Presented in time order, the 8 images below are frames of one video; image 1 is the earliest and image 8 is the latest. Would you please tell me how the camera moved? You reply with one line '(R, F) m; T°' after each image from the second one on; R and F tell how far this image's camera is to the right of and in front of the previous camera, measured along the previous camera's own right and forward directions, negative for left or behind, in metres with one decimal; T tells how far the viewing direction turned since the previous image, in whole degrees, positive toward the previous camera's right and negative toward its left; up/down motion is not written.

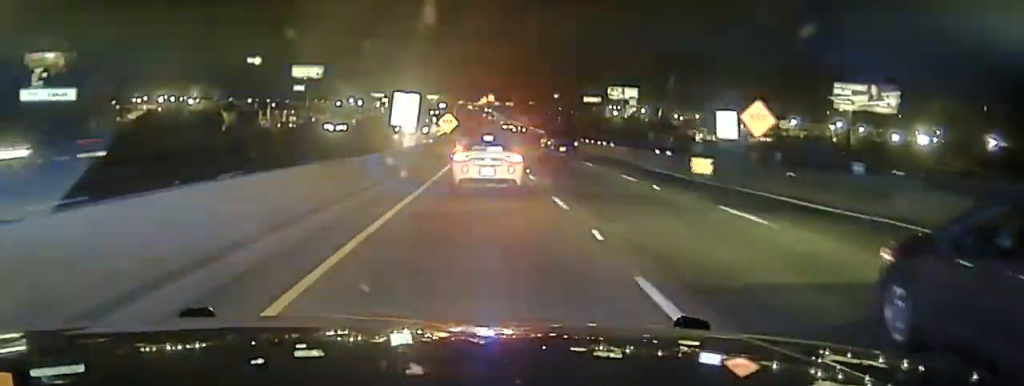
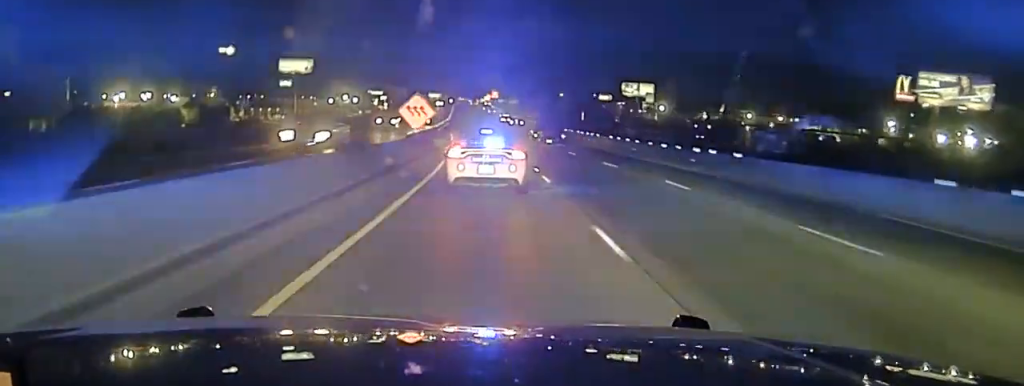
(-0.4, +32.4) m; -1°
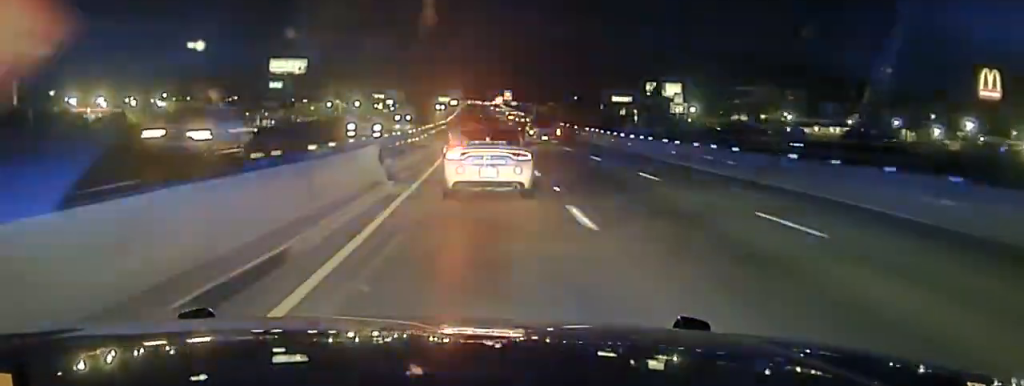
(-0.1, +35.0) m; 0°
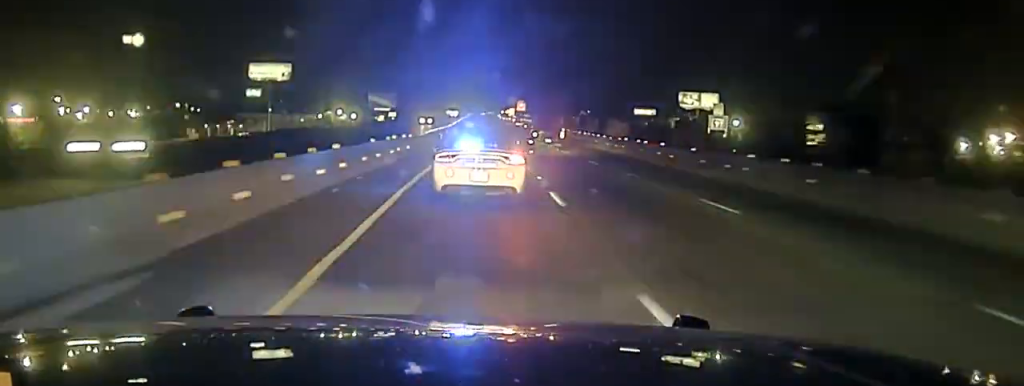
(0.0, +45.1) m; -1°
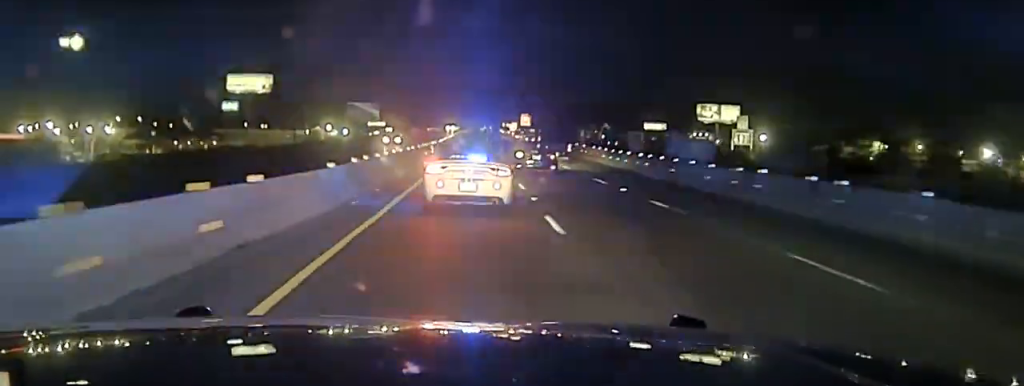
(-0.4, +26.8) m; -1°
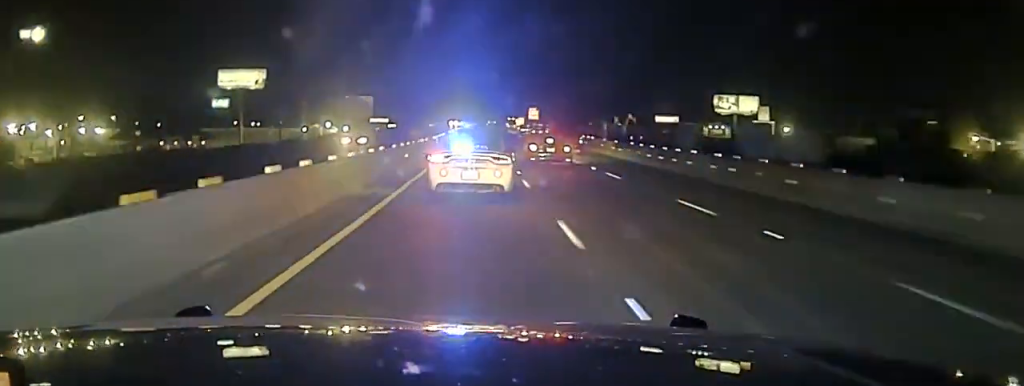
(-0.1, +15.5) m; 0°
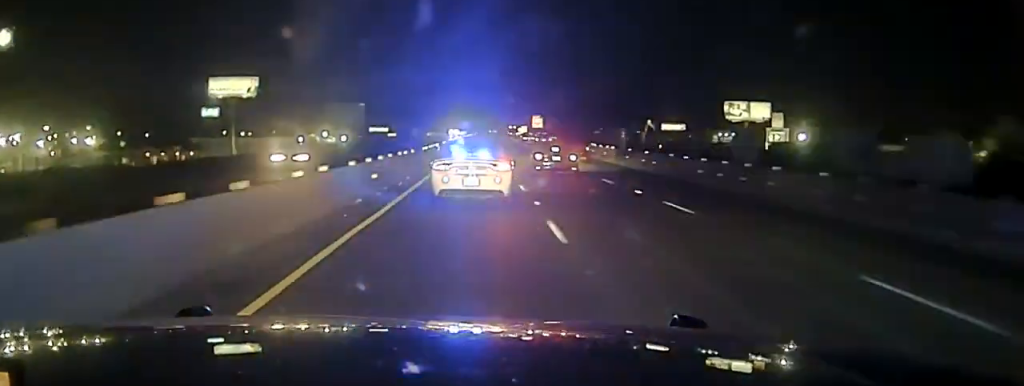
(0.0, +11.1) m; 0°
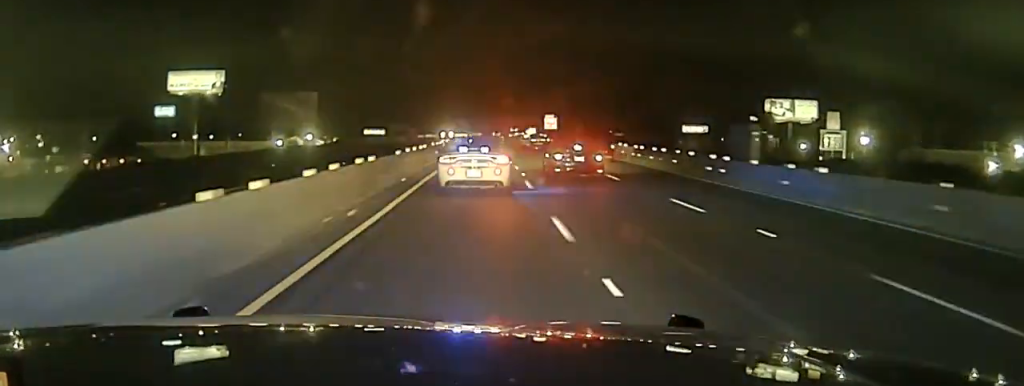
(0.0, +36.8) m; 0°
